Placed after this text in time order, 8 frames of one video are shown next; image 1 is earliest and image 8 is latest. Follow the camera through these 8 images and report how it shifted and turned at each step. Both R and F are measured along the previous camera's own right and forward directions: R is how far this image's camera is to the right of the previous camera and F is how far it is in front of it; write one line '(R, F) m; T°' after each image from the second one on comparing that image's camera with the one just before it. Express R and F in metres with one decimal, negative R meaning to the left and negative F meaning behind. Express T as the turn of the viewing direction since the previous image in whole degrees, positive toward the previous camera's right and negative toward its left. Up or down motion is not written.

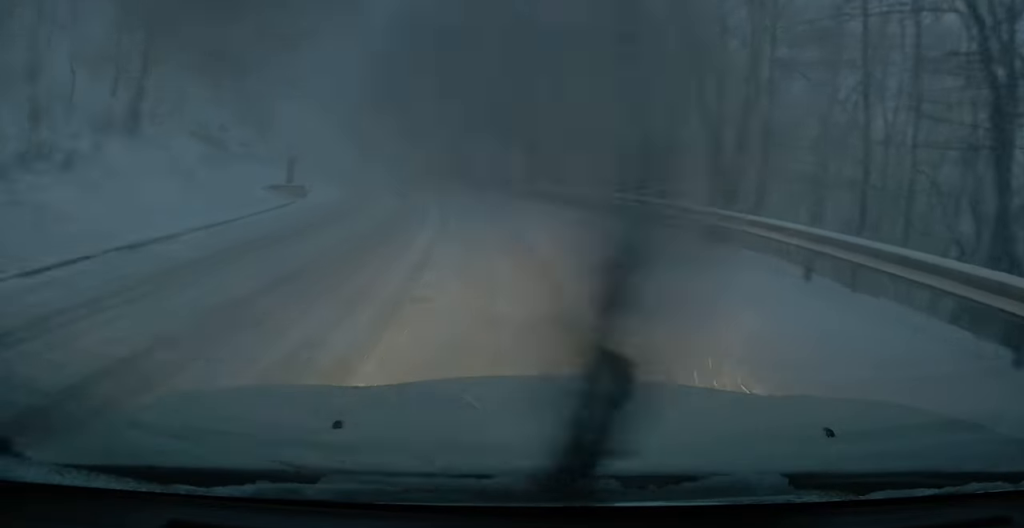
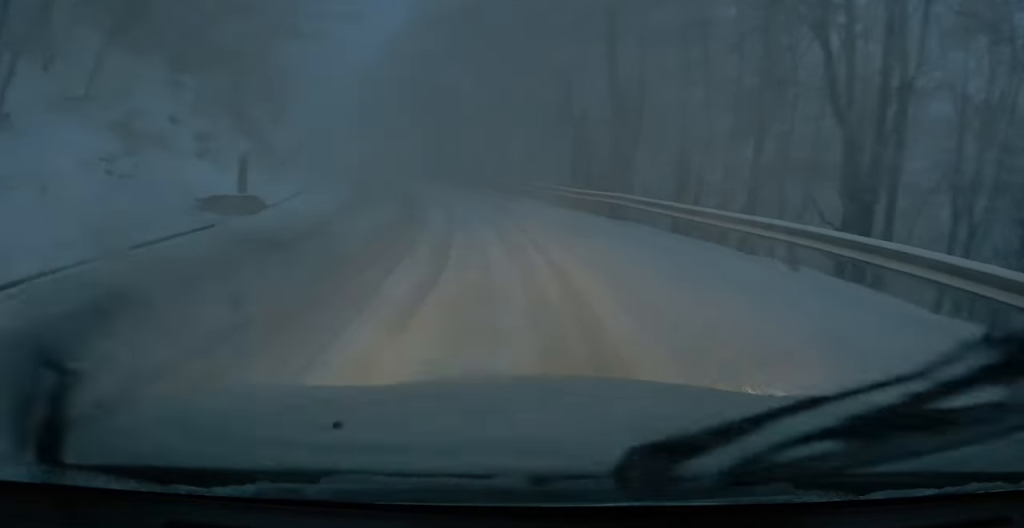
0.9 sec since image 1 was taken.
(-0.2, +7.9) m; -3°
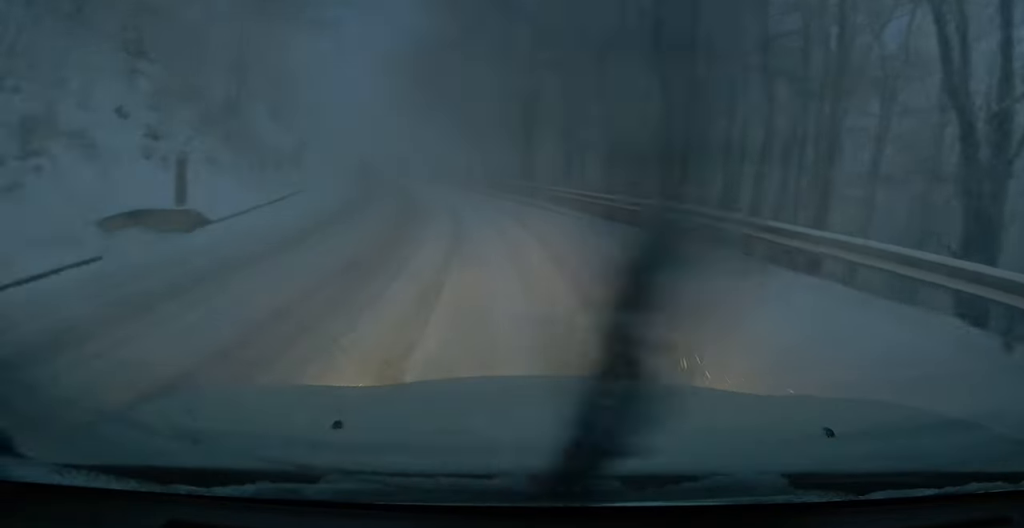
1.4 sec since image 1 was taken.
(0.0, +4.5) m; -2°
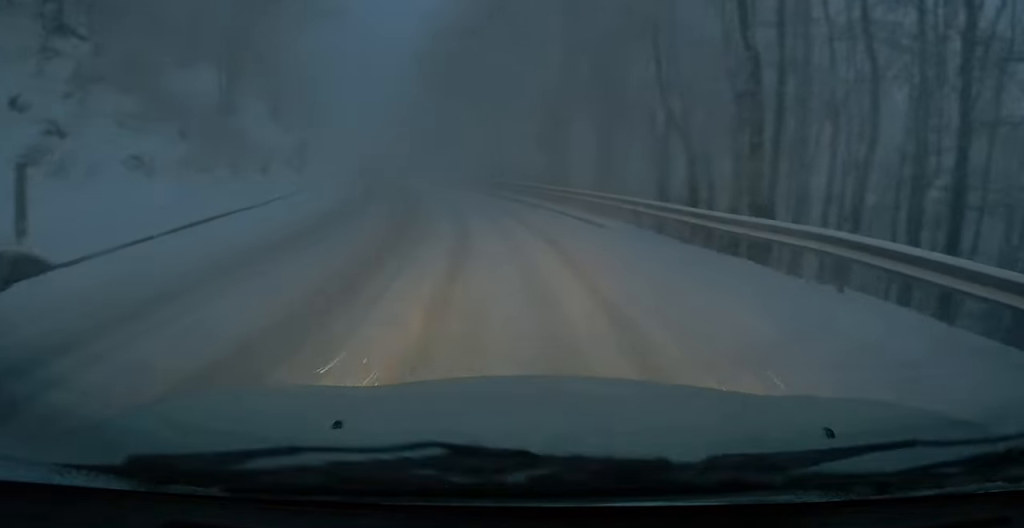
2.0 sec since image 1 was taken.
(-0.2, +5.7) m; -2°
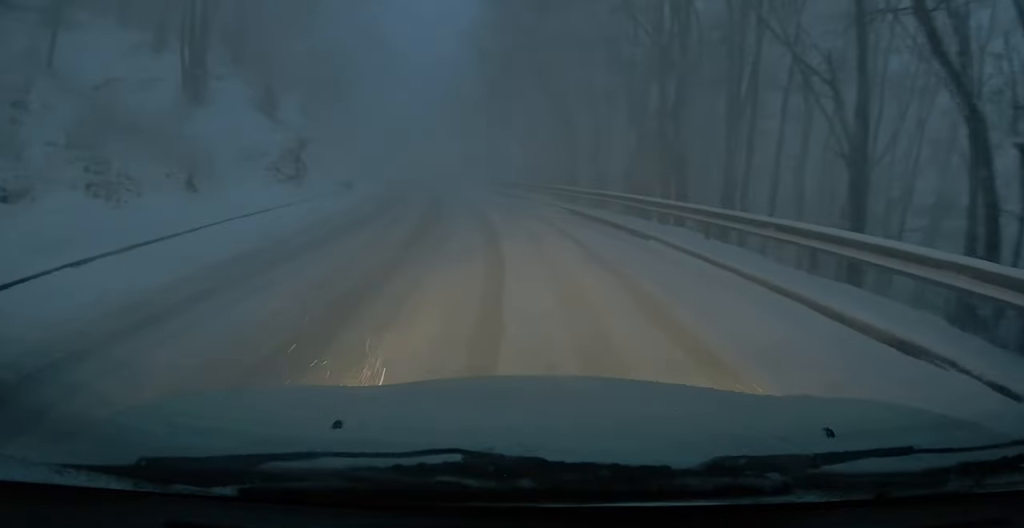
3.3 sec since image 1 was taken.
(-0.4, +11.8) m; -3°
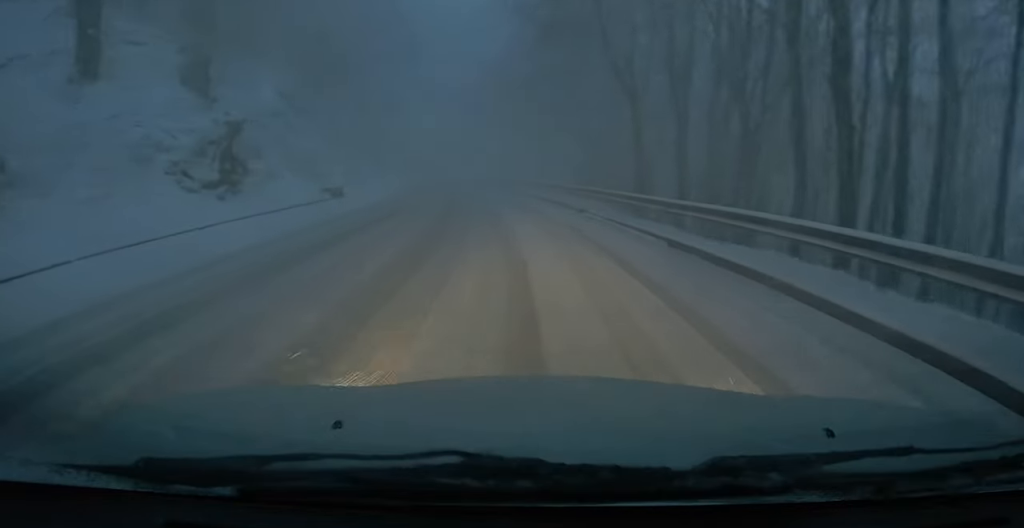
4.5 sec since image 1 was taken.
(-0.1, +10.2) m; -2°
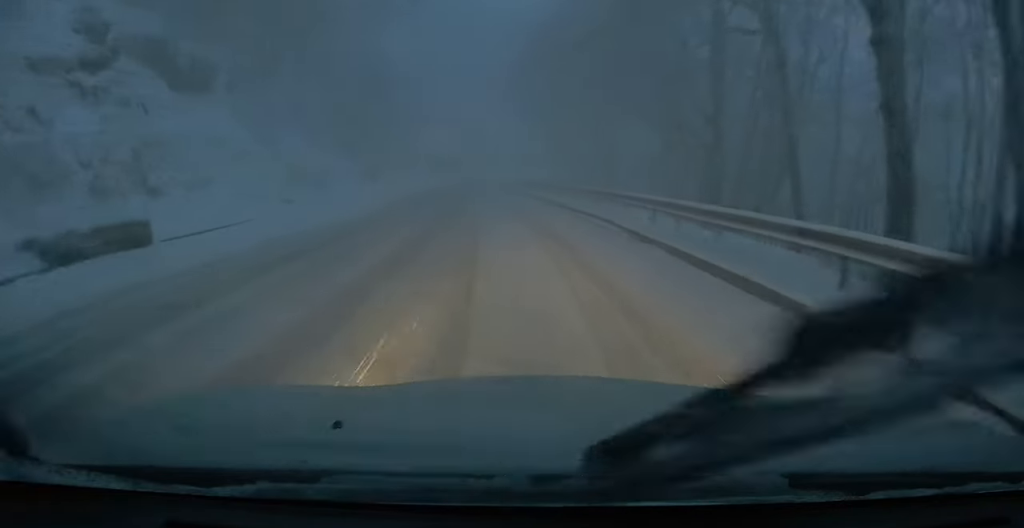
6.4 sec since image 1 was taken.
(-0.7, +17.2) m; -5°
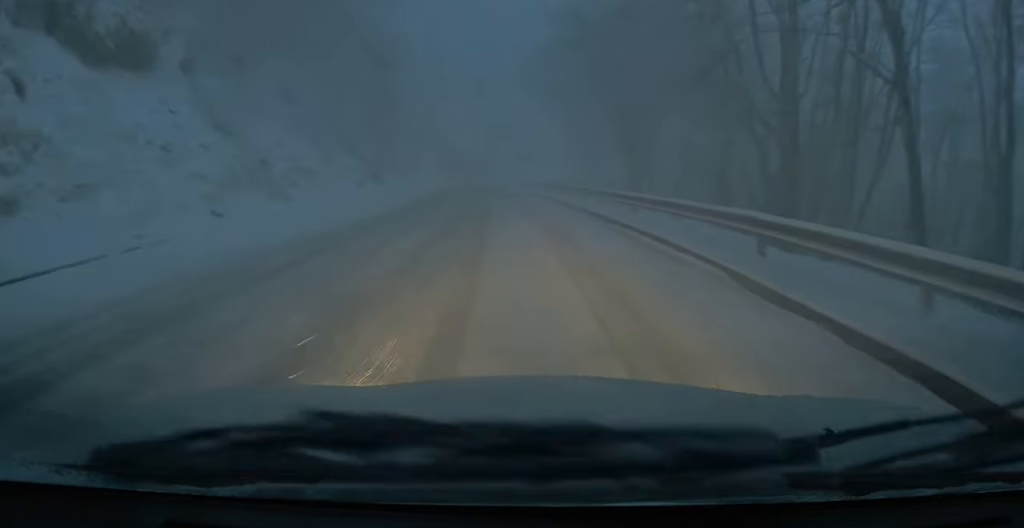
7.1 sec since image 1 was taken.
(-0.1, +5.4) m; -1°
